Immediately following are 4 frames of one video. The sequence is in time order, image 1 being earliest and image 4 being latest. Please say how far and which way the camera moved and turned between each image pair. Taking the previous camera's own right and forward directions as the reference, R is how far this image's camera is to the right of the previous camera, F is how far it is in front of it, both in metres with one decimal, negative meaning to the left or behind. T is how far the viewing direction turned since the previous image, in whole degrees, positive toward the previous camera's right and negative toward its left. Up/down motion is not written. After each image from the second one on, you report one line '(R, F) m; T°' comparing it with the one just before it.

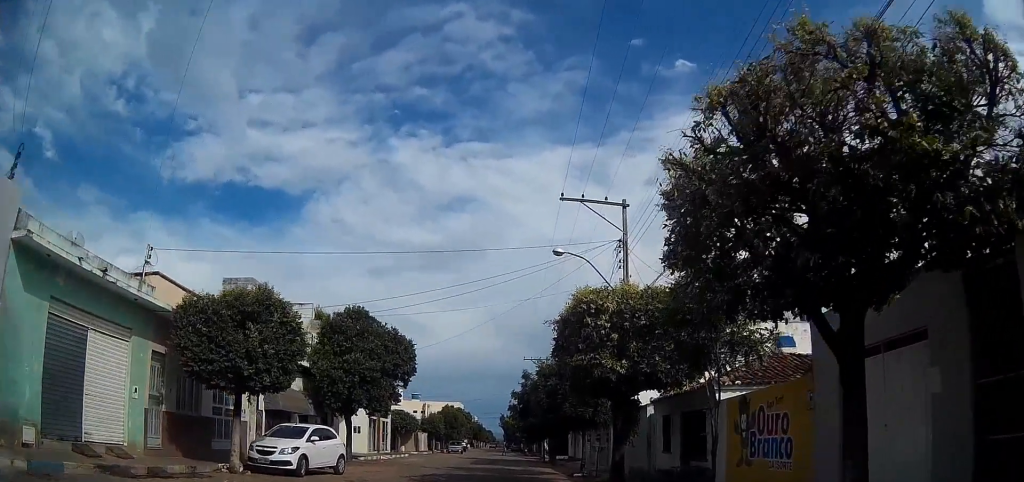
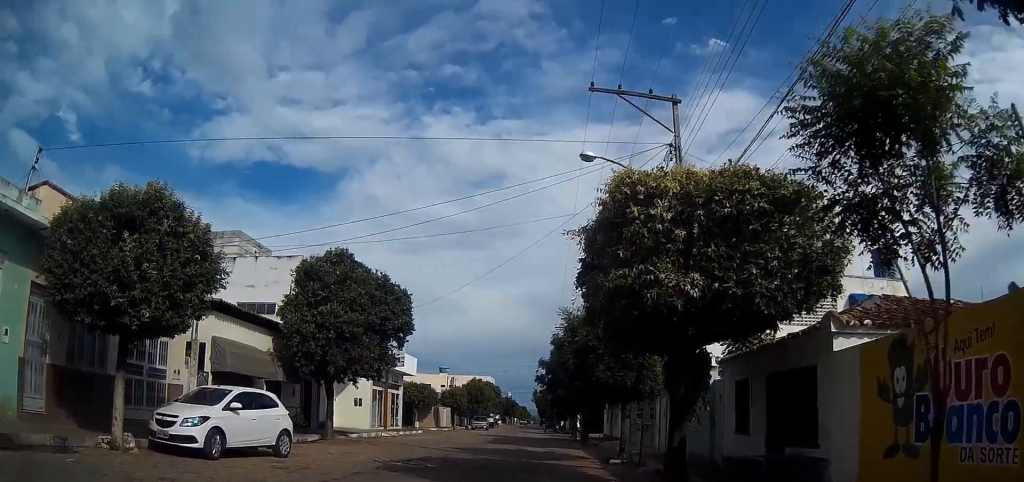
(+0.3, +8.6) m; 0°
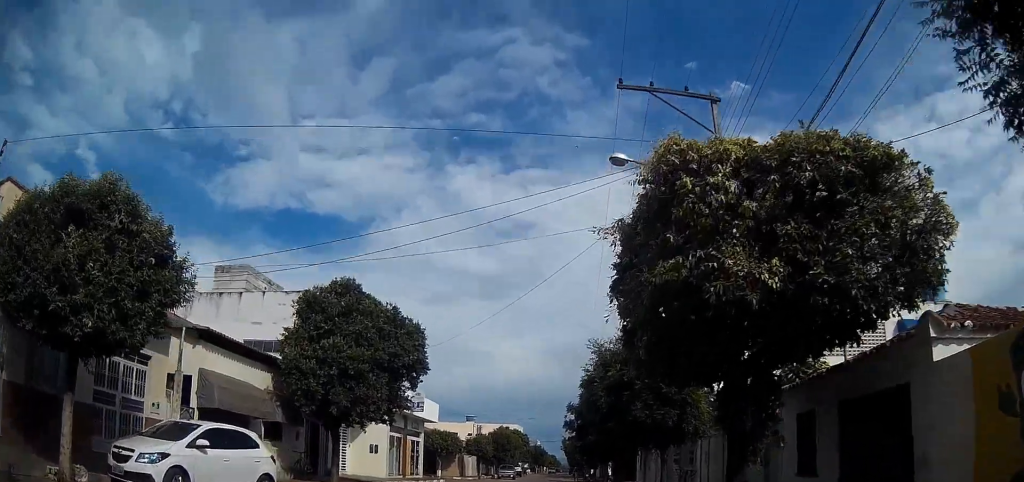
(-0.2, +2.4) m; -3°
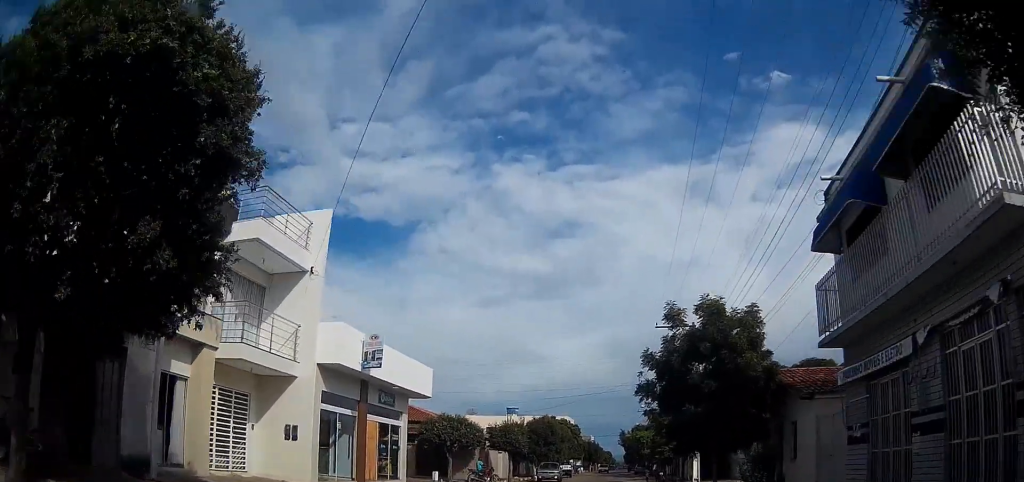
(-0.4, +12.2) m; -4°
